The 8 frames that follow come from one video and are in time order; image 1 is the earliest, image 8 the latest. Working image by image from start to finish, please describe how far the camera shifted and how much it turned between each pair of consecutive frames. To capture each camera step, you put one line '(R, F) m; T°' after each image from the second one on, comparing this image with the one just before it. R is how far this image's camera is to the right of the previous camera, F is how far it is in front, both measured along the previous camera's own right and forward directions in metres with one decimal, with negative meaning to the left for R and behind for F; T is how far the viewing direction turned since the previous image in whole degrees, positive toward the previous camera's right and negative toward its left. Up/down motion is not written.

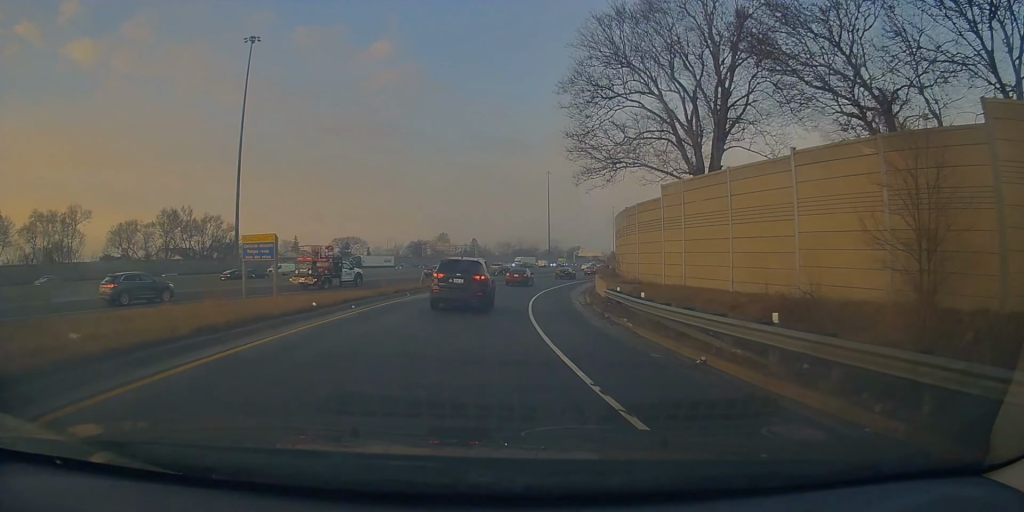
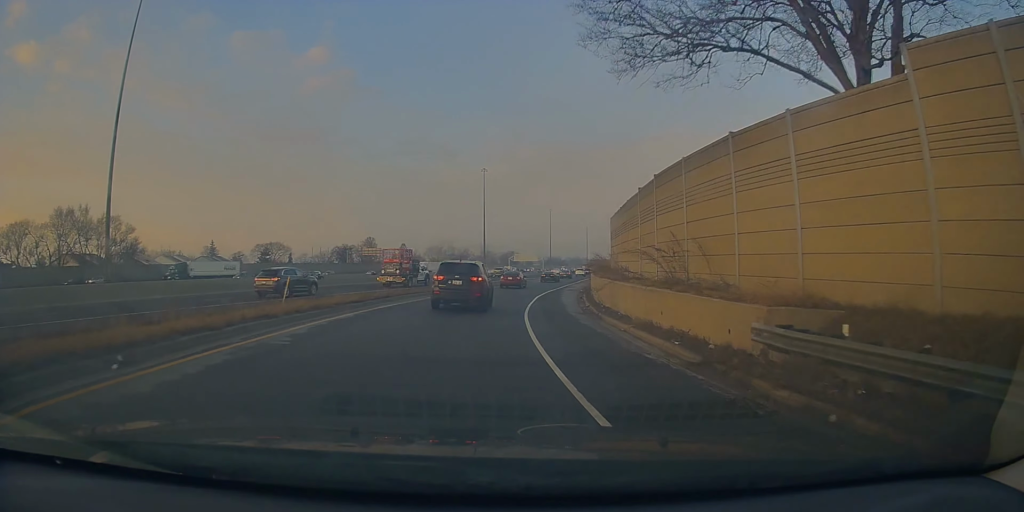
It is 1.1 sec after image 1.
(+1.2, +18.4) m; +7°
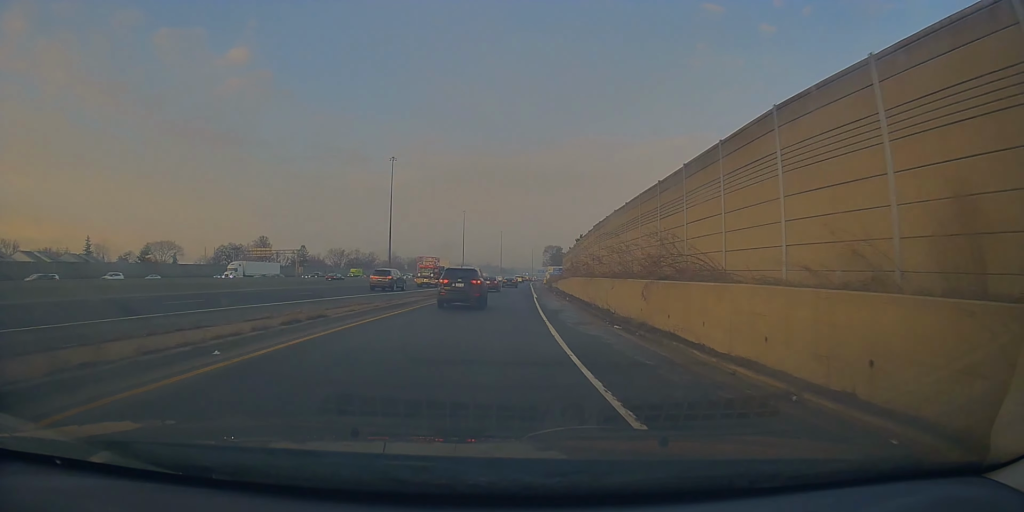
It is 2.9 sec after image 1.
(+2.4, +28.7) m; +11°
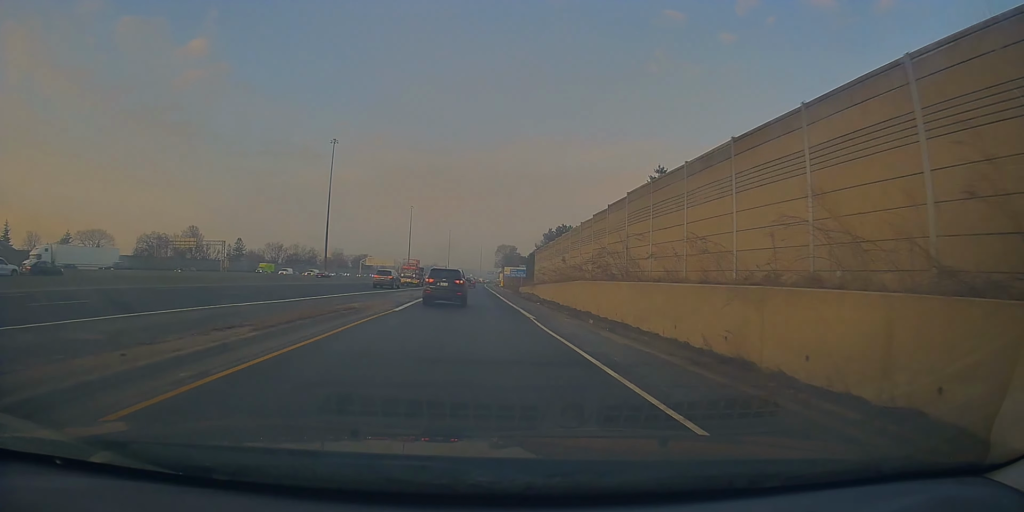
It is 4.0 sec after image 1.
(+1.6, +19.2) m; +6°
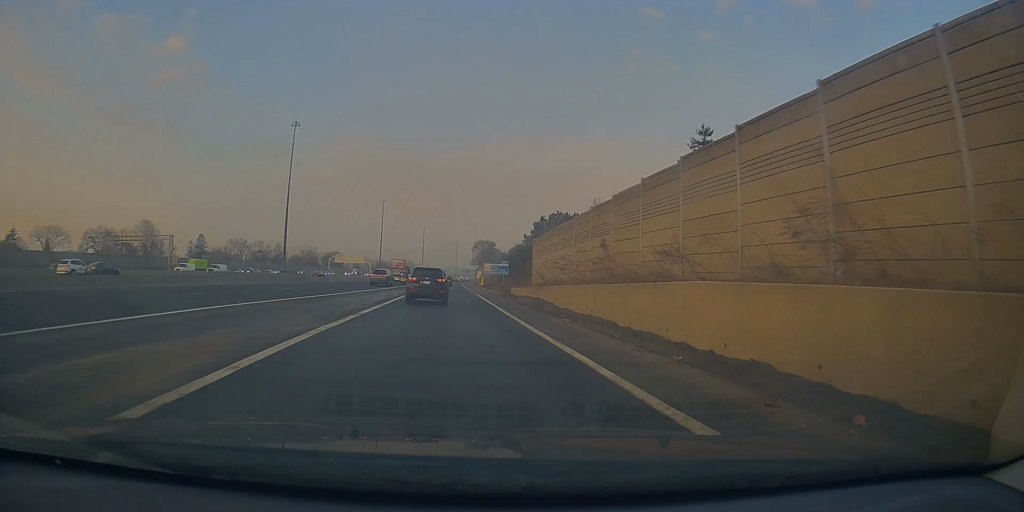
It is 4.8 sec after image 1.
(+0.2, +15.7) m; +2°
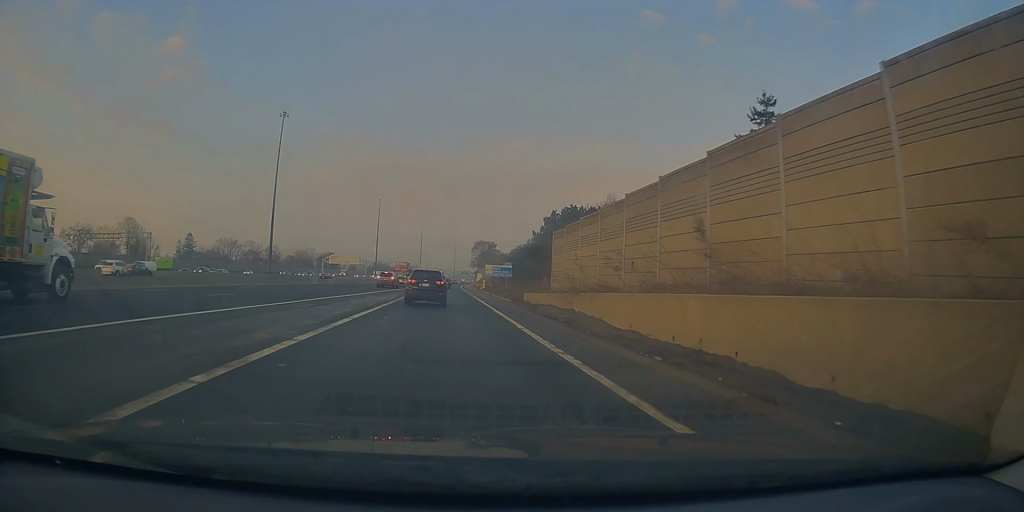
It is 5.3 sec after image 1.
(+0.2, +9.4) m; 0°
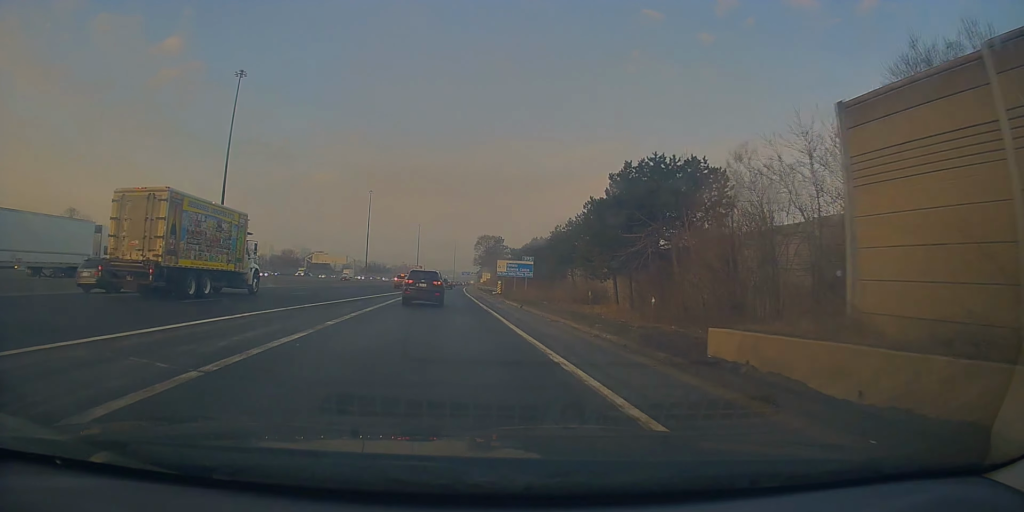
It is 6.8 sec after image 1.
(+0.1, +27.9) m; 0°
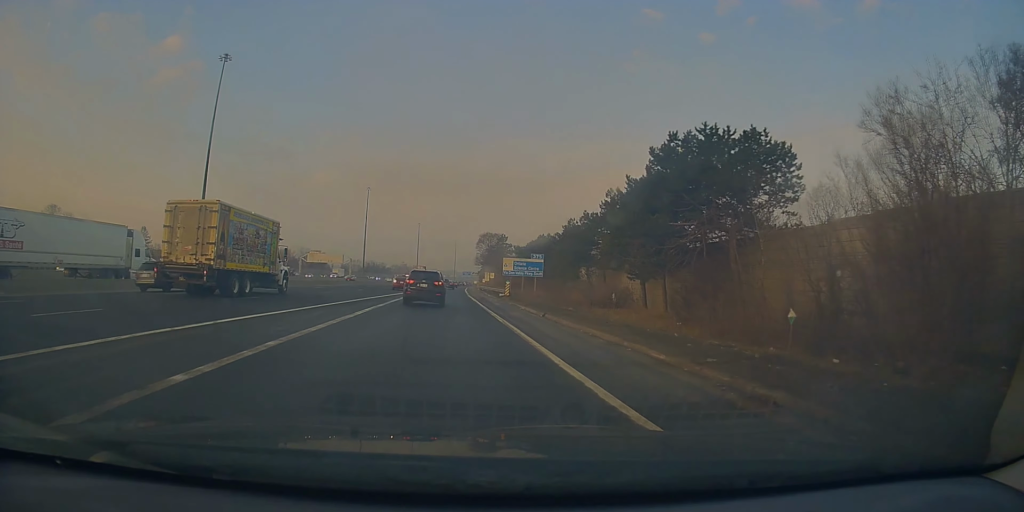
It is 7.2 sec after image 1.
(0.0, +8.1) m; 0°
